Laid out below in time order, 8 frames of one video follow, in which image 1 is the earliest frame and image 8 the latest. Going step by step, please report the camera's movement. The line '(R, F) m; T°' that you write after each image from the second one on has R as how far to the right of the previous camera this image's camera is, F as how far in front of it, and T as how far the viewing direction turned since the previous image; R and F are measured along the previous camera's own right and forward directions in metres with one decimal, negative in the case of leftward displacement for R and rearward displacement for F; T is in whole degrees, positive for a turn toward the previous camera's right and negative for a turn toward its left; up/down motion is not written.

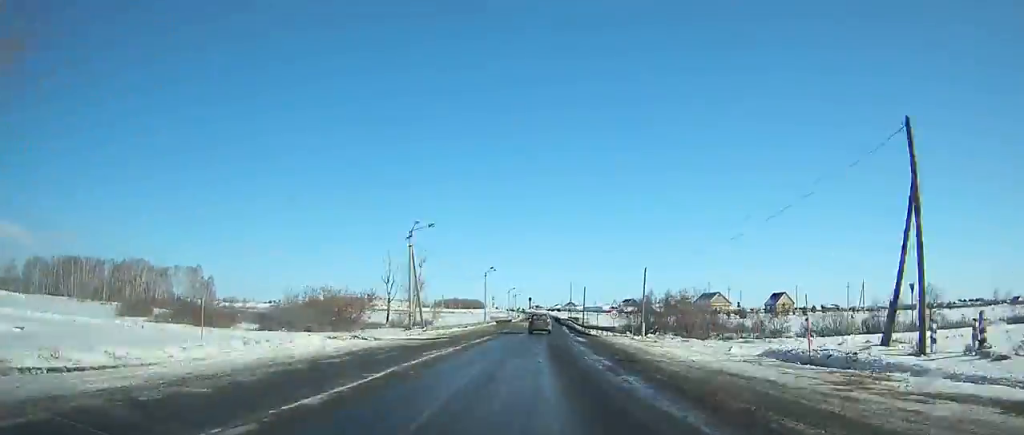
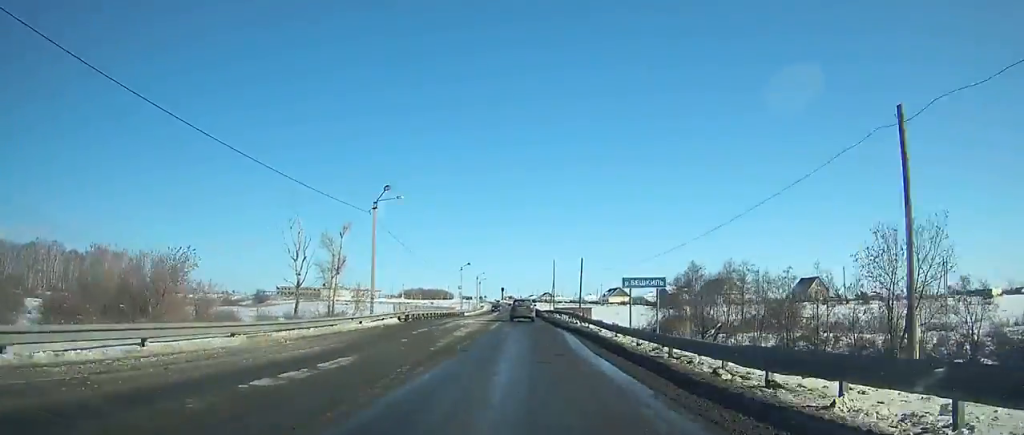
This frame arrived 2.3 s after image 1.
(+0.8, +46.7) m; +1°
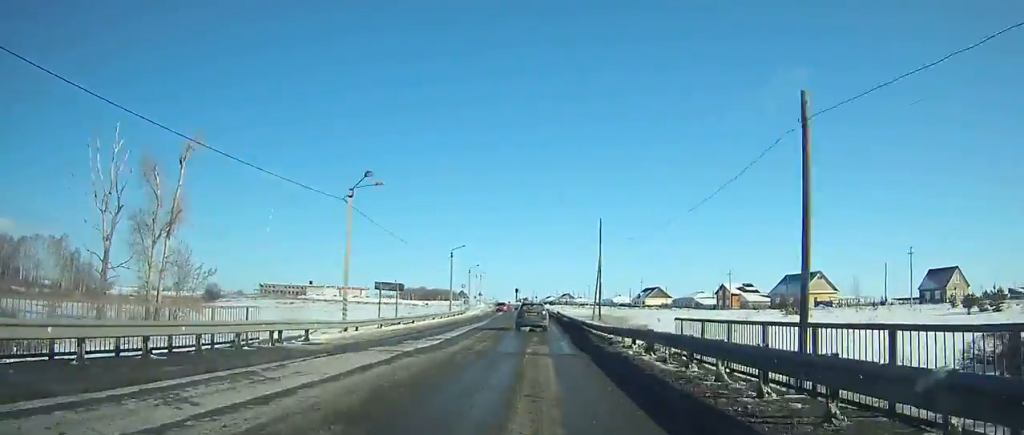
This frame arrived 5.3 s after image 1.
(+0.7, +57.3) m; 0°
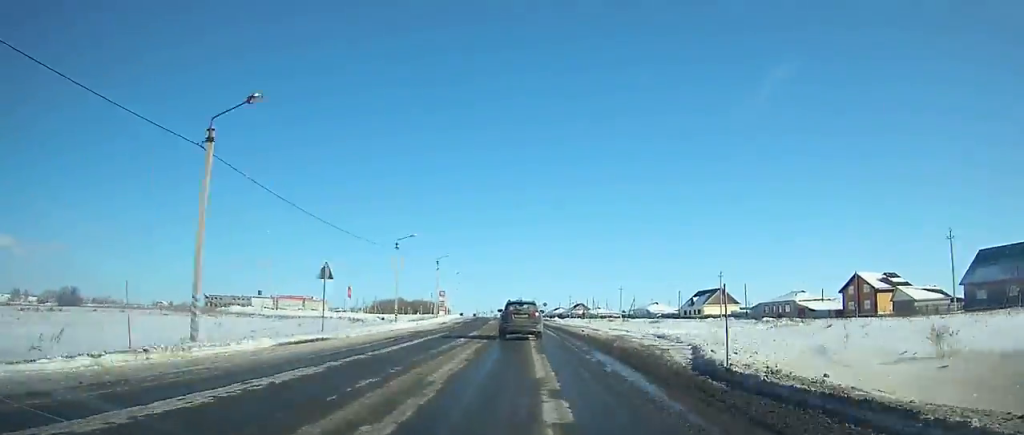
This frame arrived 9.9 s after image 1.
(-1.4, +80.6) m; -2°
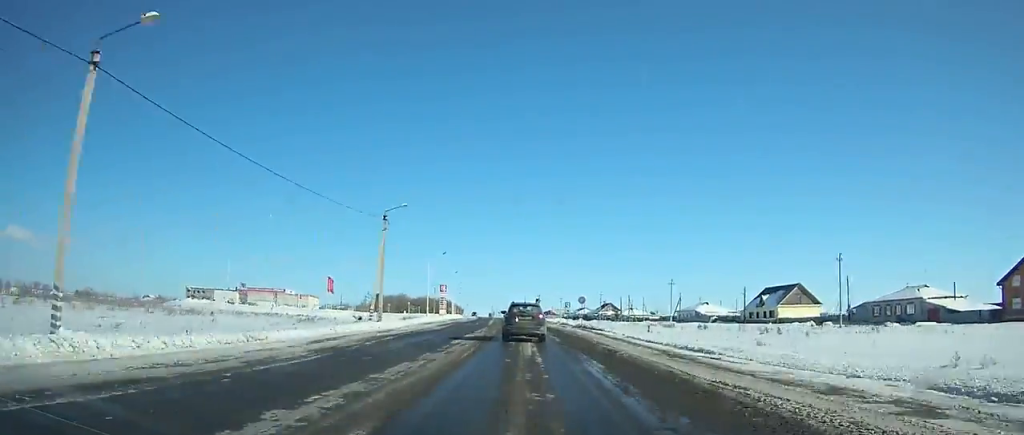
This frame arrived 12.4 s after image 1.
(-0.6, +41.0) m; -1°
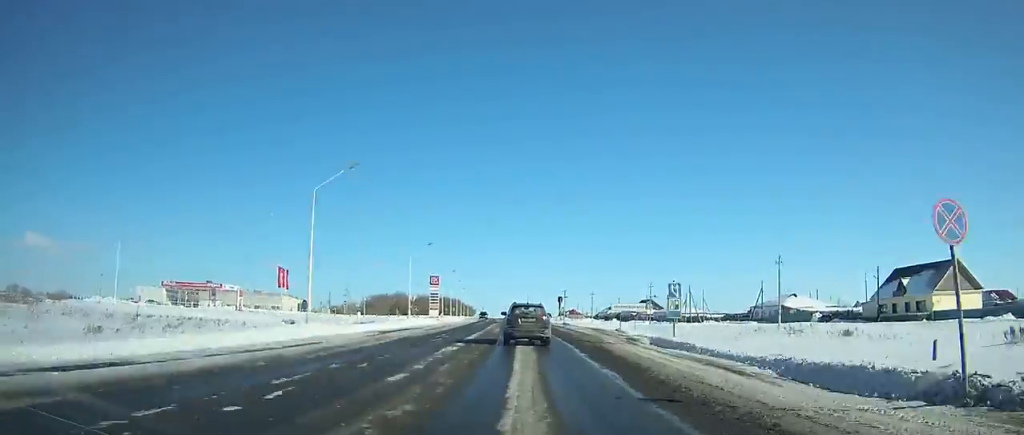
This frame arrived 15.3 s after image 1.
(-0.7, +46.2) m; -2°
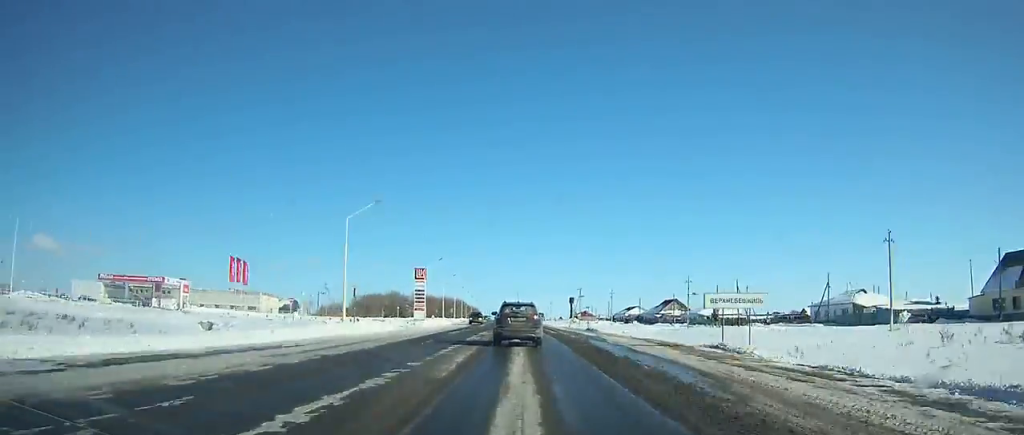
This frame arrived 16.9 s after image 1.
(-0.1, +25.1) m; -1°
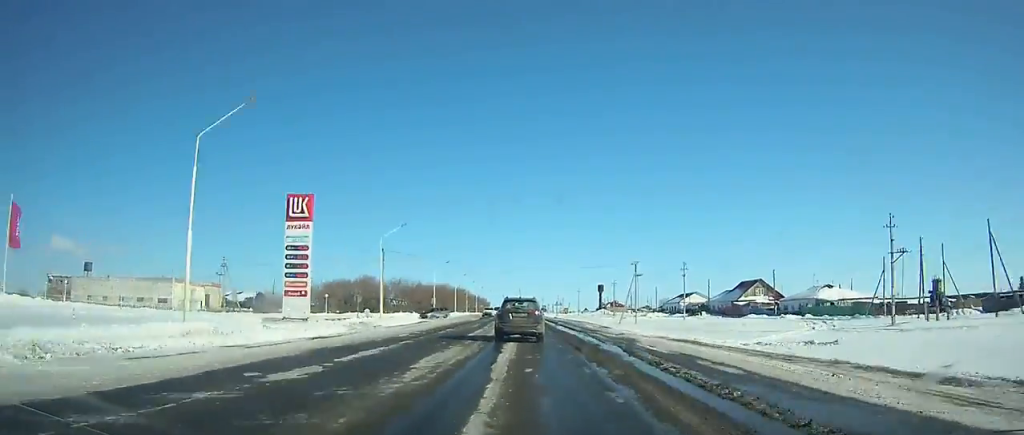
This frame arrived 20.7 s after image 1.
(-1.2, +58.8) m; -1°
